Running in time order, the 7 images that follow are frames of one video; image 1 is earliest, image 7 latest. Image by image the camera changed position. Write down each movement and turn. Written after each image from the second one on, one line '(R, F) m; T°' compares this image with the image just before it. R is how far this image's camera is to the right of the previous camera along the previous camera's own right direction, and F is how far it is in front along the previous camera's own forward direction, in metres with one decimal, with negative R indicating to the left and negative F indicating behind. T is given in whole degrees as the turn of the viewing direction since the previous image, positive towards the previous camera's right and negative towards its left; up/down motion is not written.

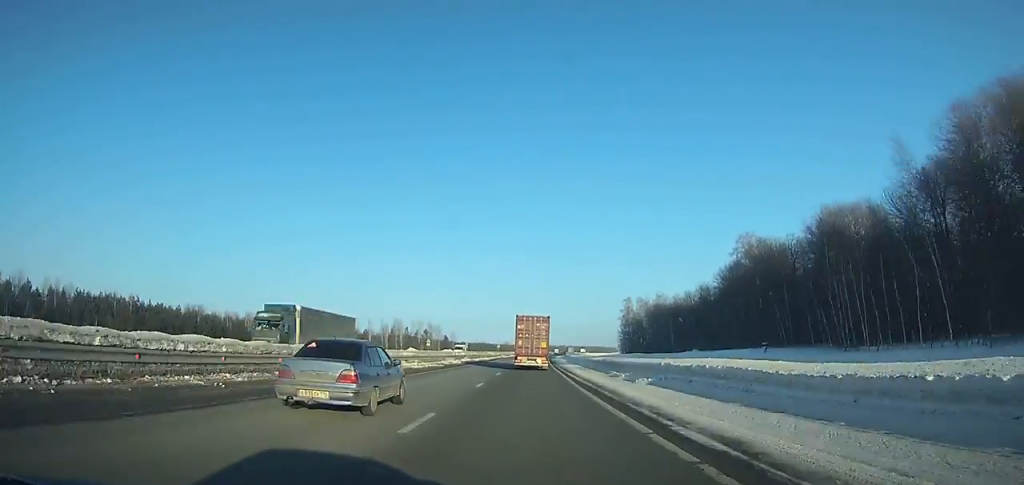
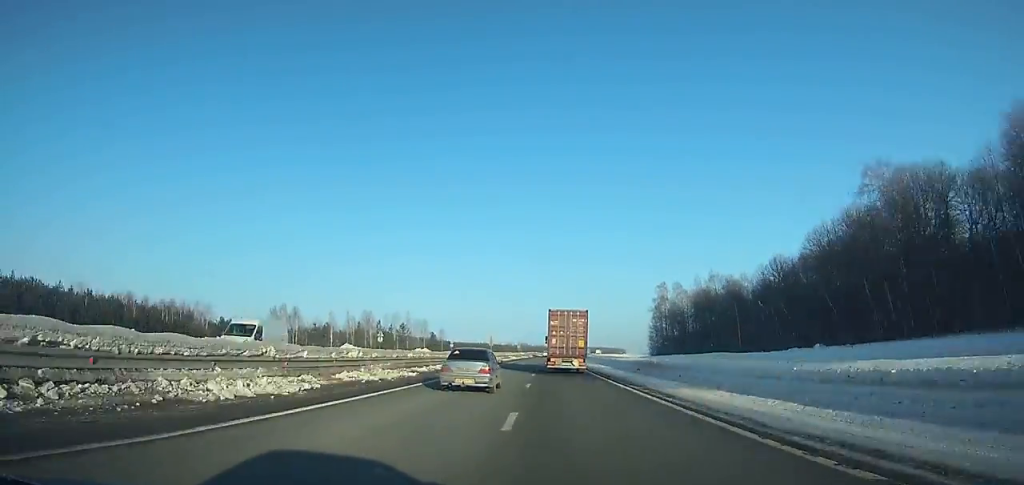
(-0.4, +47.7) m; +1°
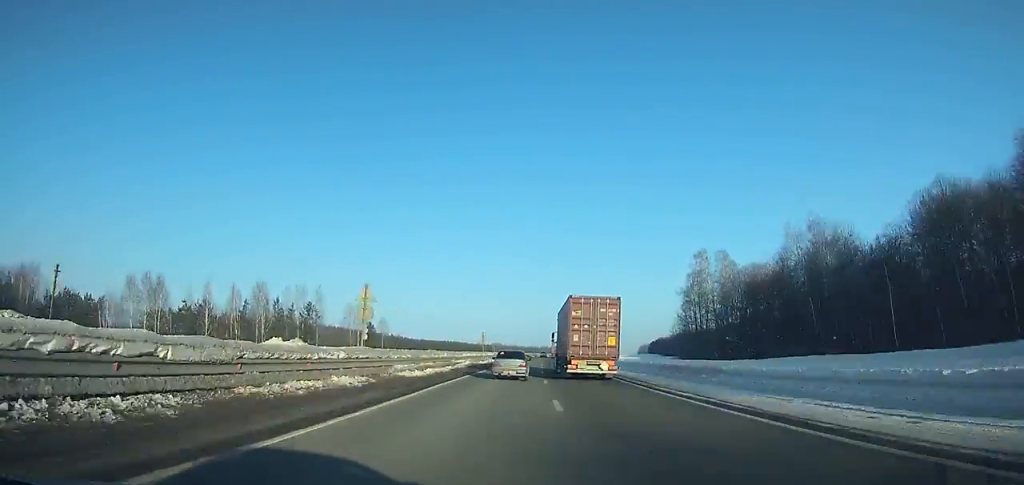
(+1.2, +57.0) m; +2°
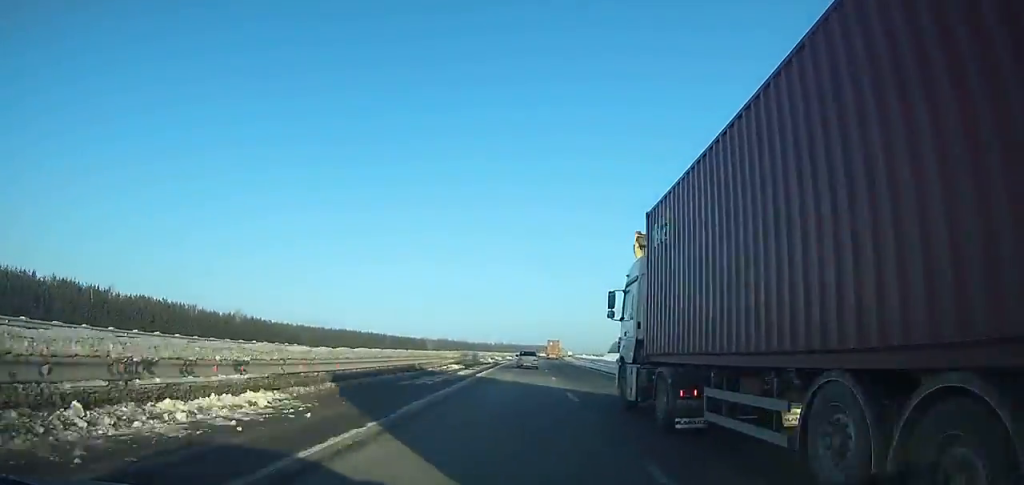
(+5.6, +142.3) m; +4°
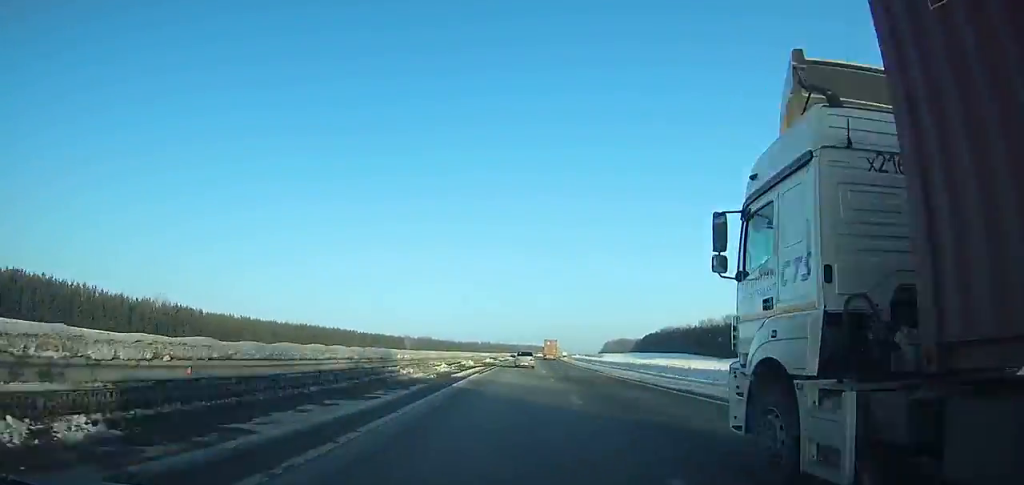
(+0.2, +37.1) m; +1°
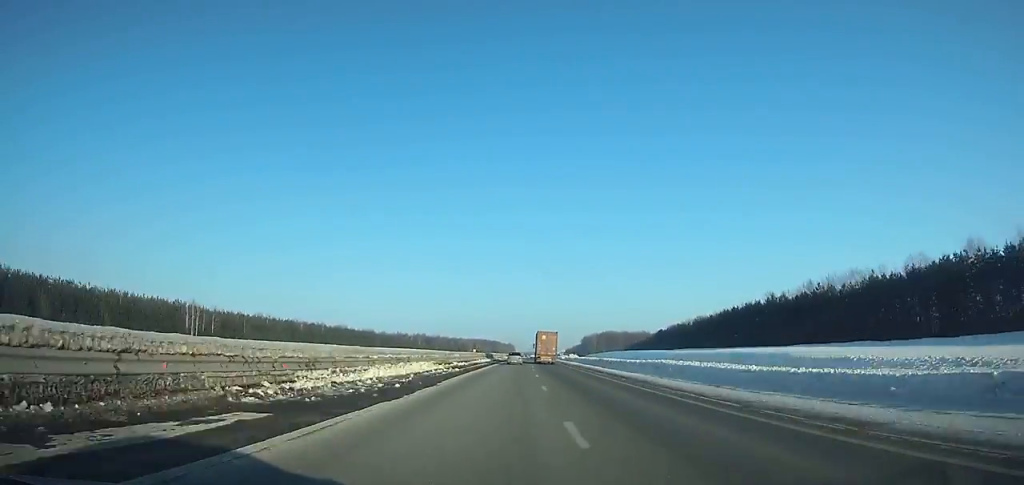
(+7.9, +199.9) m; +4°
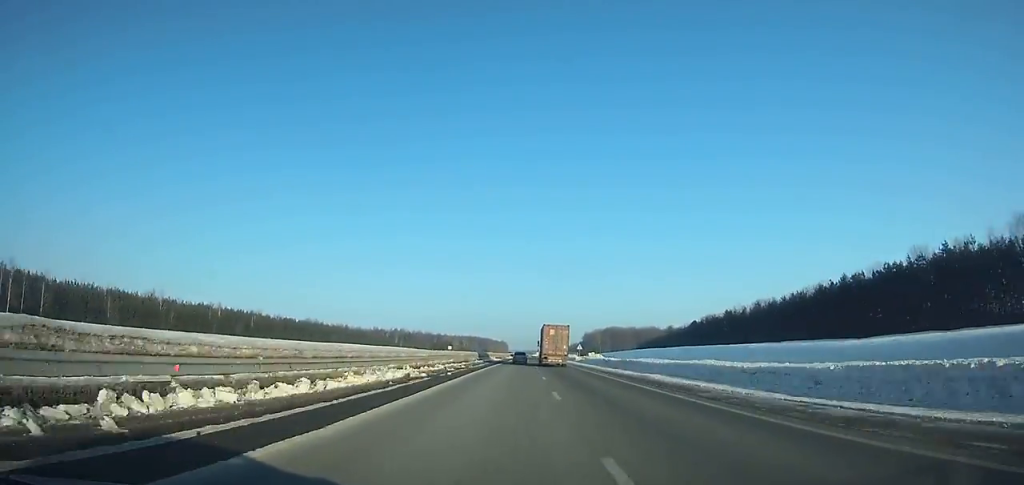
(+0.4, +64.1) m; +1°
